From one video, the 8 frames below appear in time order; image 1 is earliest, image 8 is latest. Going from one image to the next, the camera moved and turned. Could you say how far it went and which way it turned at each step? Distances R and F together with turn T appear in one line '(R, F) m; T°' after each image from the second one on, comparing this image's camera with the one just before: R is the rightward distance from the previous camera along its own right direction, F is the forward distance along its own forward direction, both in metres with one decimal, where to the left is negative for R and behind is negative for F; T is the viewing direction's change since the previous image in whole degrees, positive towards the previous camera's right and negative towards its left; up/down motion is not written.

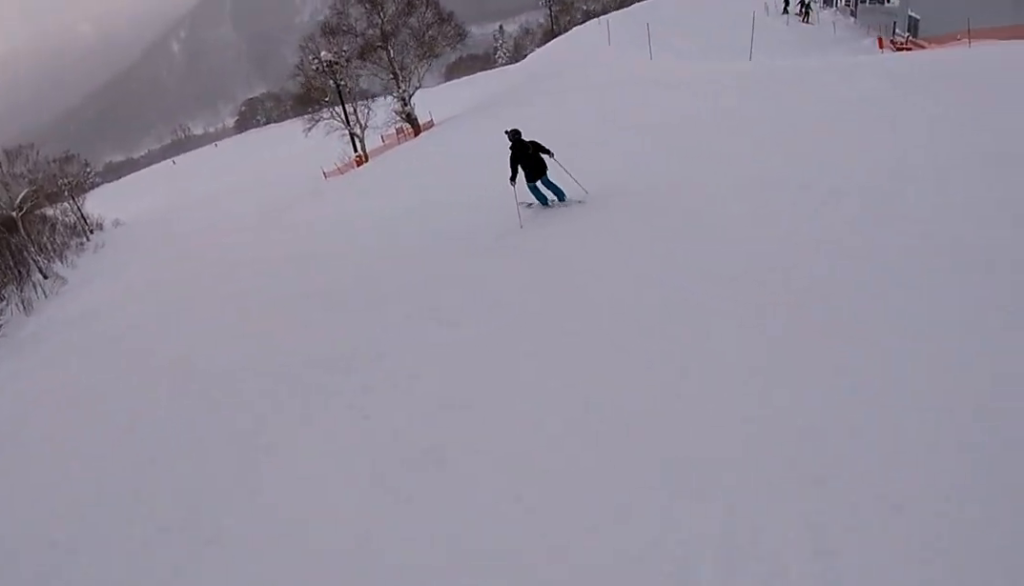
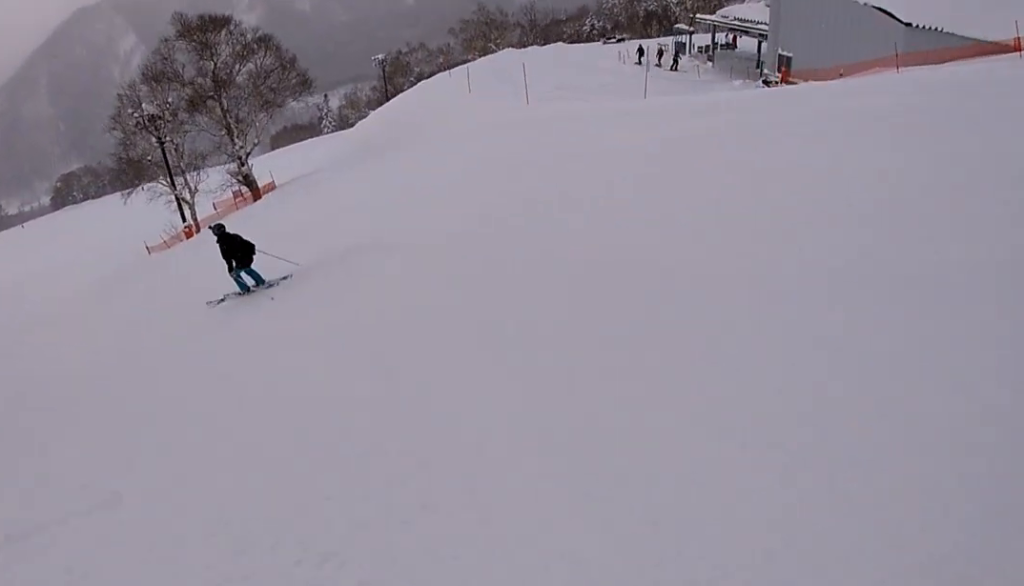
(+1.8, +5.7) m; +23°
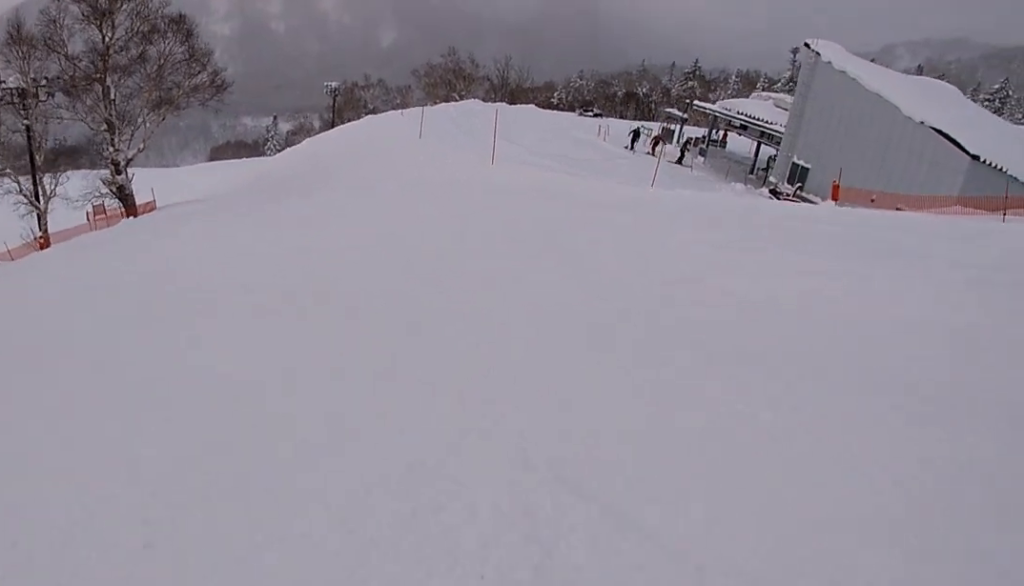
(+1.4, +7.4) m; +25°
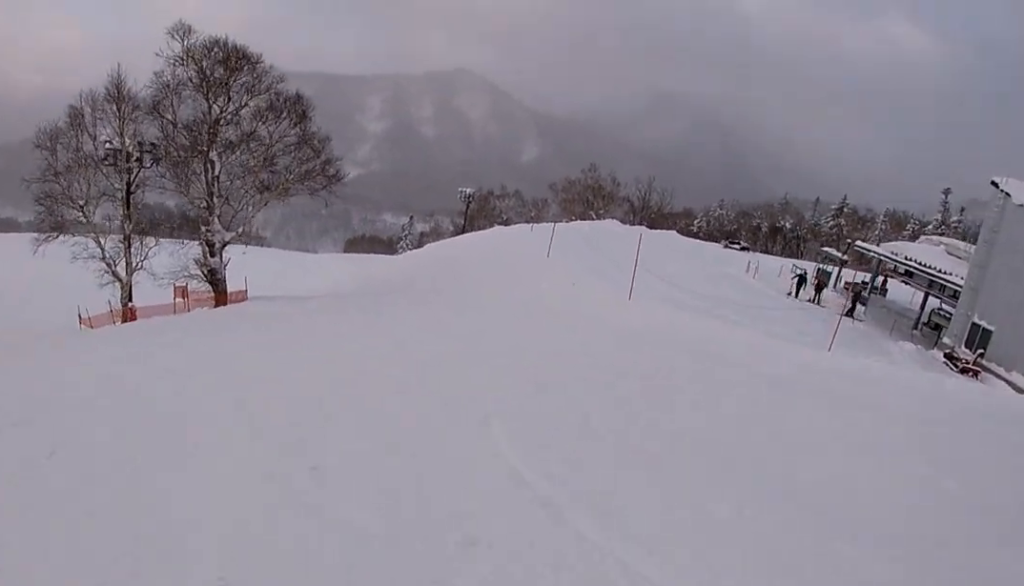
(+0.8, +4.5) m; +6°
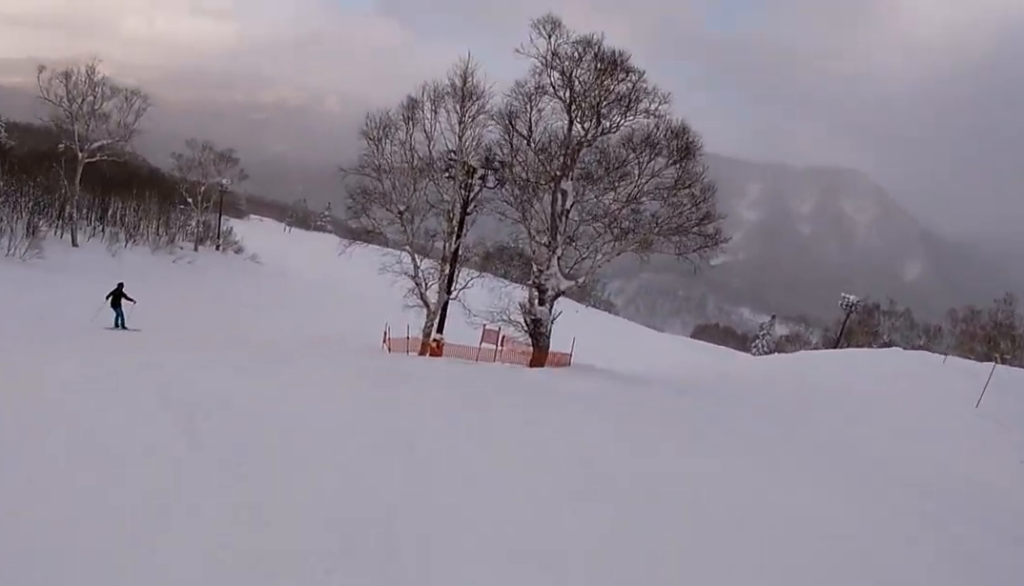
(-0.1, +6.0) m; -22°
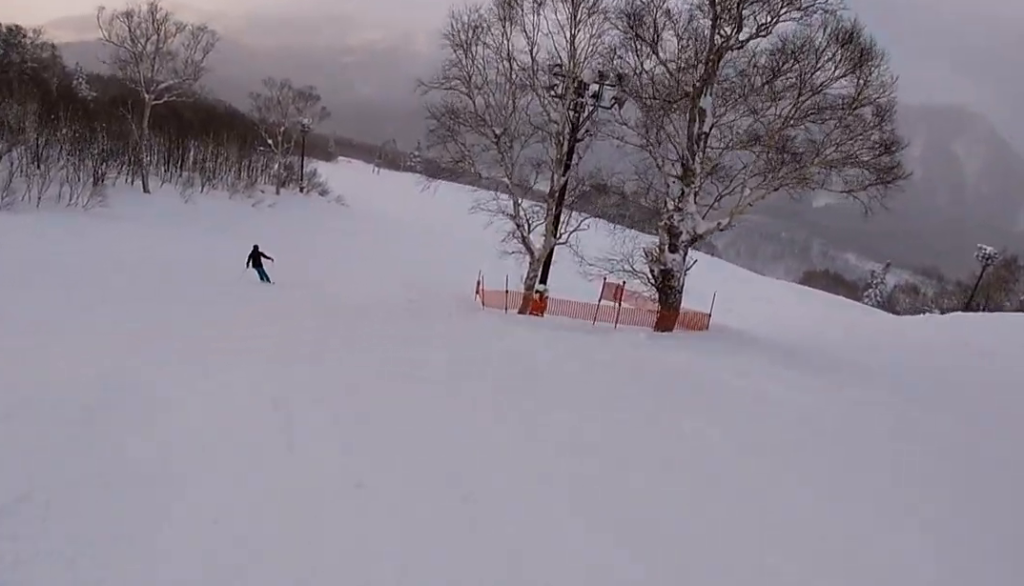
(-1.3, +4.0) m; -20°
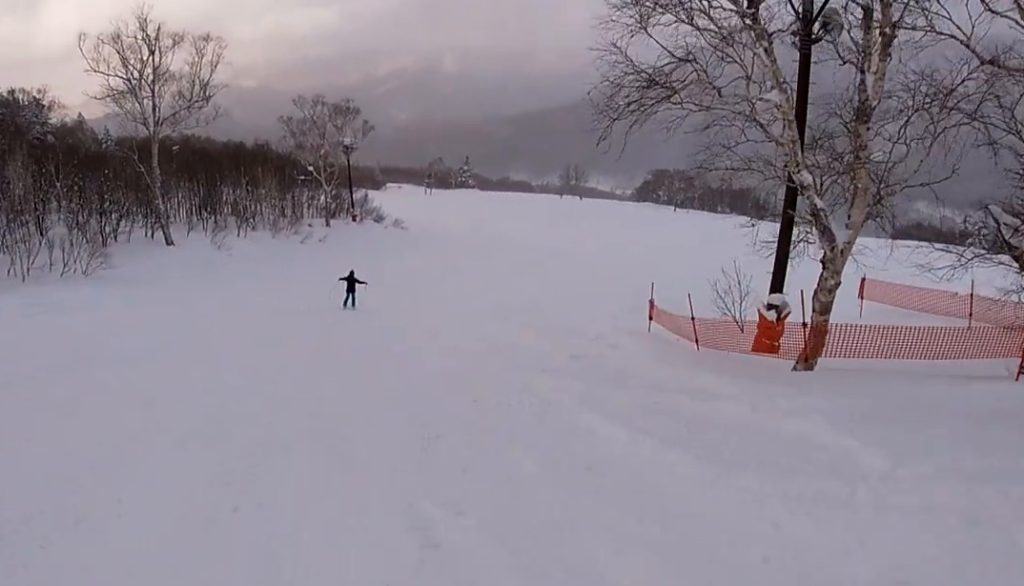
(-2.7, +9.0) m; -22°
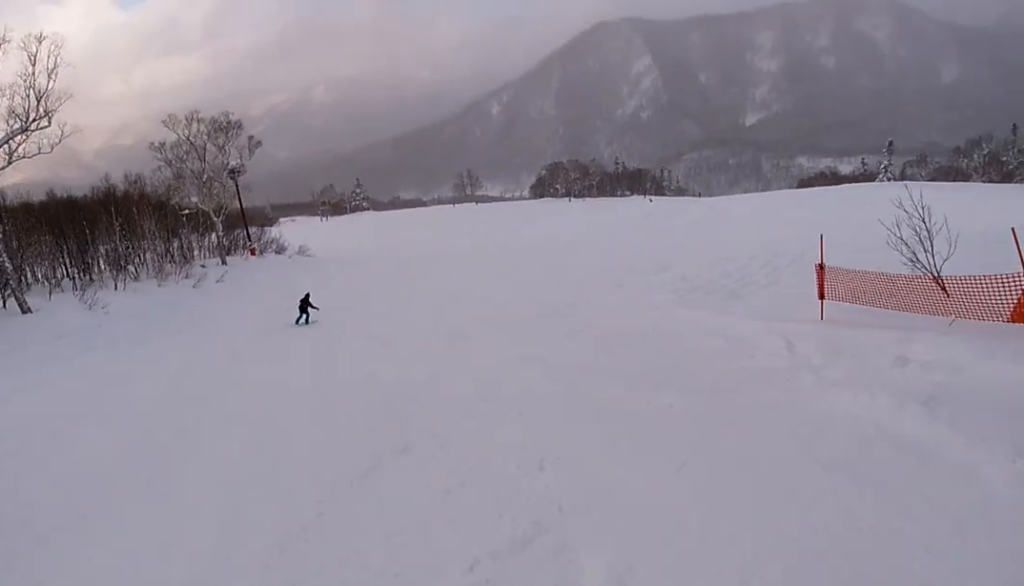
(-0.2, +7.8) m; -1°
